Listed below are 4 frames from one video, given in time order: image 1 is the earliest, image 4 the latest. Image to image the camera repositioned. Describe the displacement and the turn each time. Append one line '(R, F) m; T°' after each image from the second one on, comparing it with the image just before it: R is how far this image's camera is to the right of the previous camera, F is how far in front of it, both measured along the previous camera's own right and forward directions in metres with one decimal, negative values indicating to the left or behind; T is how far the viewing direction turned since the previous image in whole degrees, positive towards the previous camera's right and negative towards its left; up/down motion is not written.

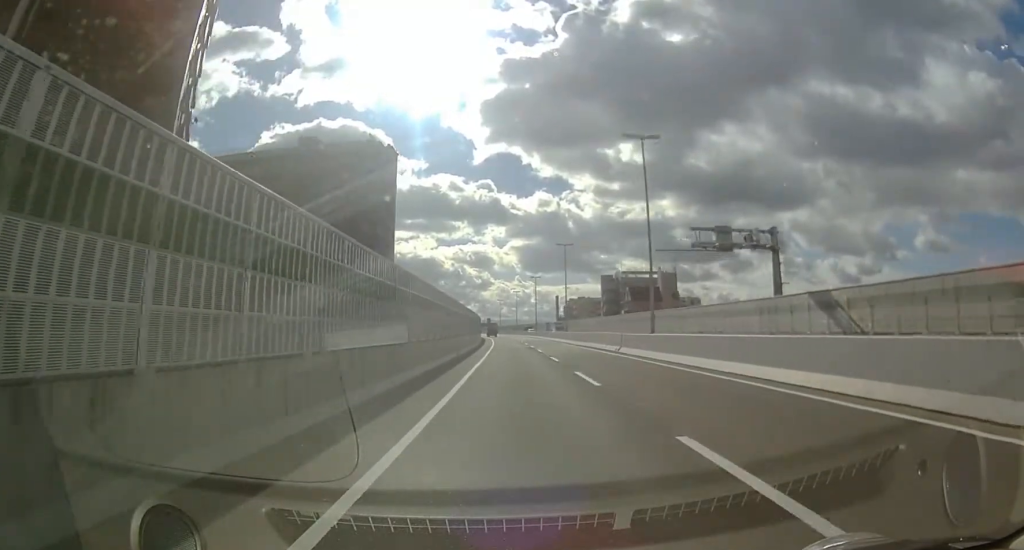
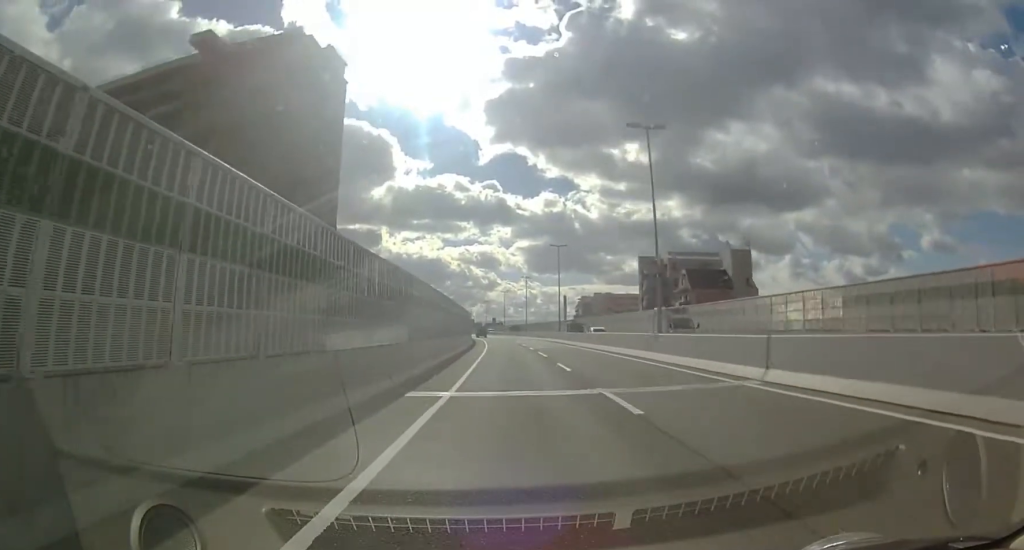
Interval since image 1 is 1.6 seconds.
(0.0, +35.6) m; 0°
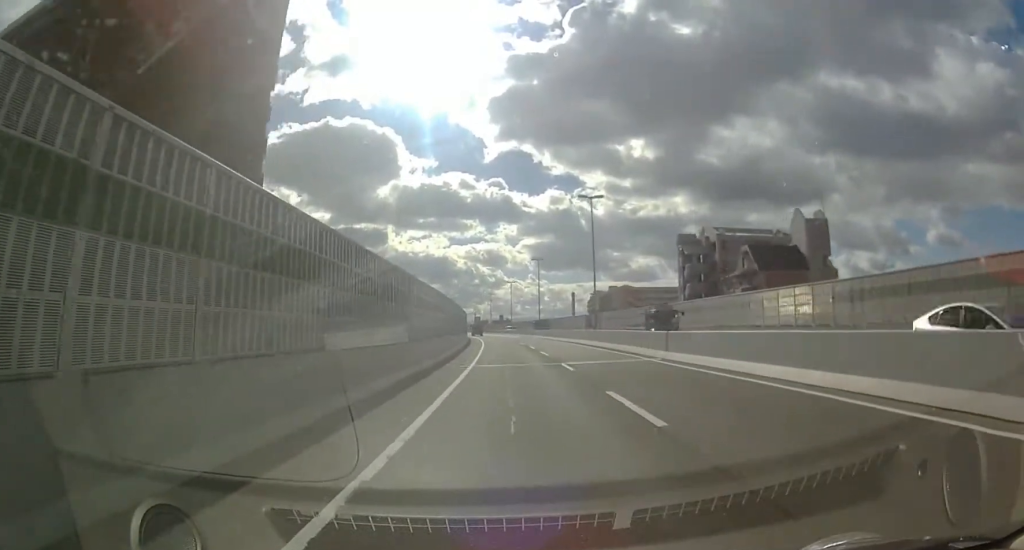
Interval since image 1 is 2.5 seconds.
(+0.2, +20.7) m; -1°
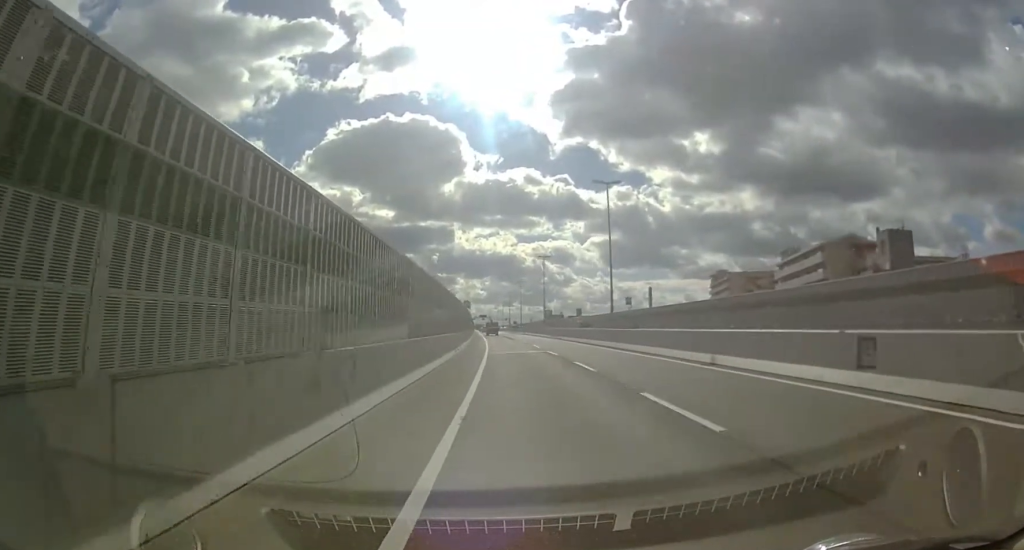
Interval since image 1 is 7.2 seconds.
(-7.5, +109.8) m; -7°
